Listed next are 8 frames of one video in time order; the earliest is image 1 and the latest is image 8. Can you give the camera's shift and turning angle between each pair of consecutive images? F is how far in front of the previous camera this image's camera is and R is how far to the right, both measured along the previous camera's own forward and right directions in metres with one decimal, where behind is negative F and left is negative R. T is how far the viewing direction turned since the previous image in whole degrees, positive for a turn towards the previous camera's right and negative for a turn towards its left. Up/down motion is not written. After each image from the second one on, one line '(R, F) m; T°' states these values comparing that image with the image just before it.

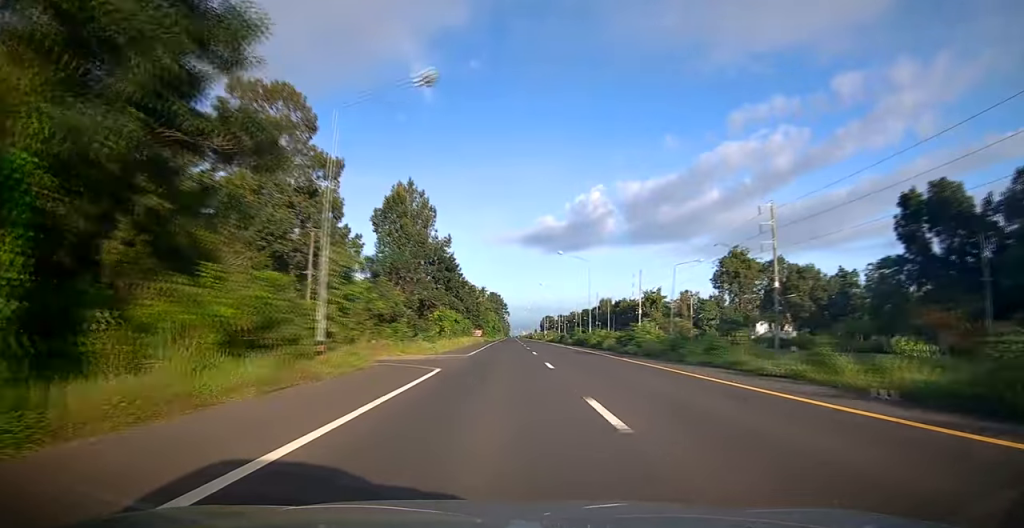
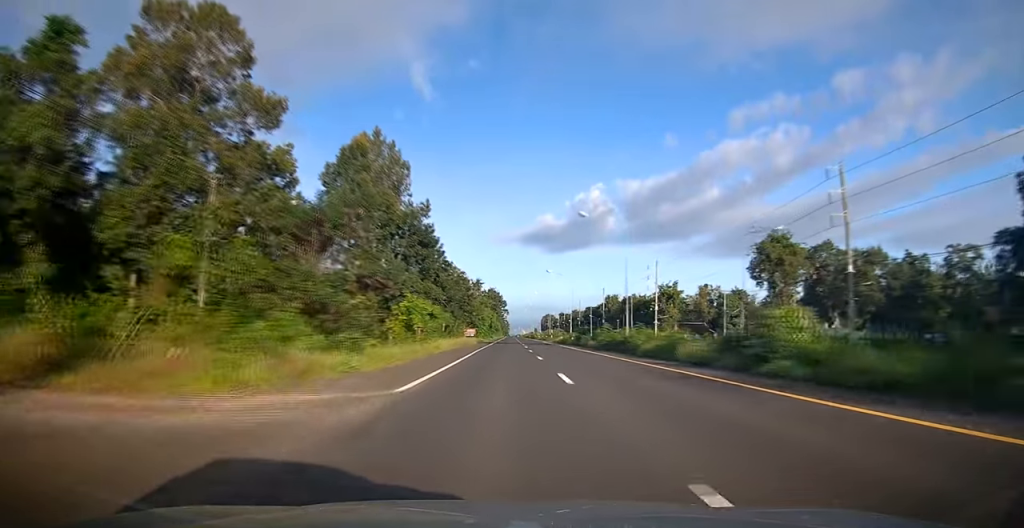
(-0.3, +18.4) m; -1°
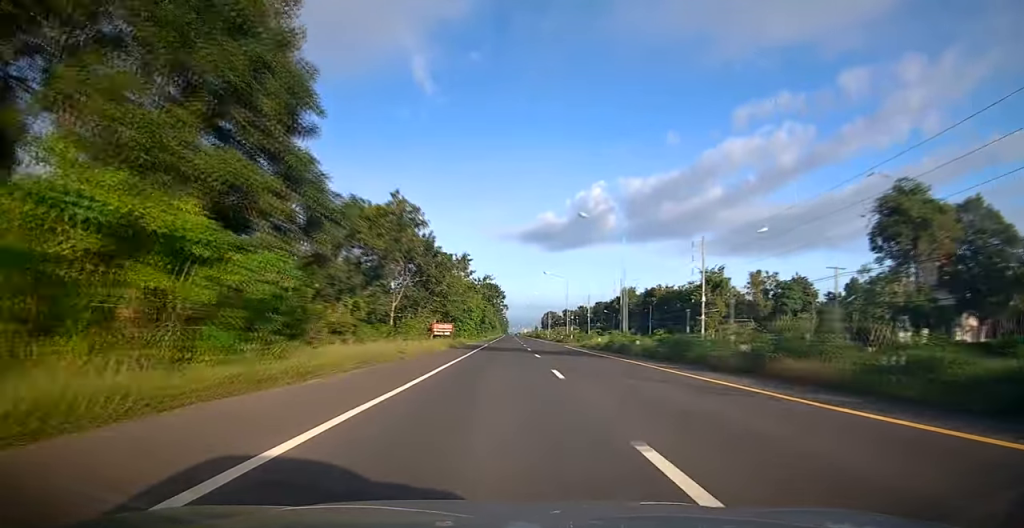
(+0.2, +34.5) m; +1°
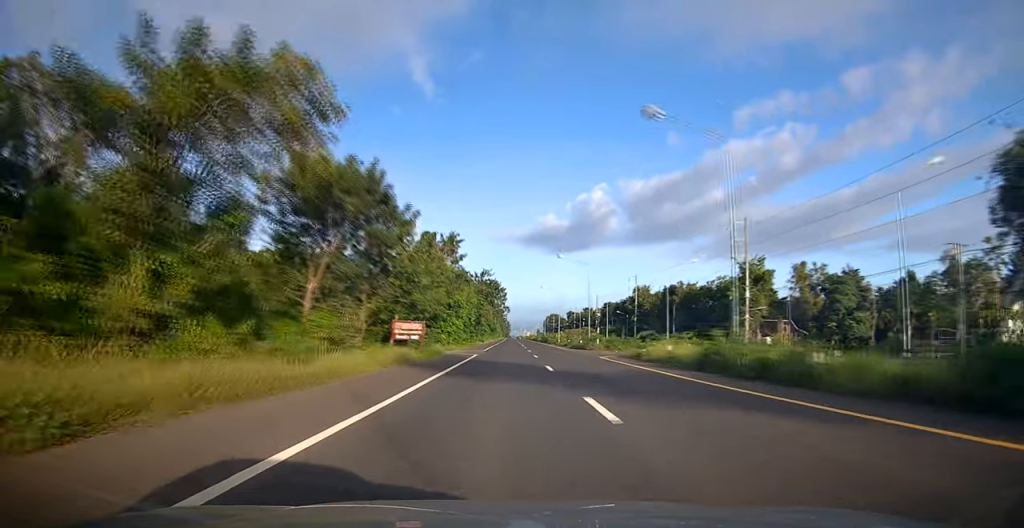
(+0.1, +19.2) m; 0°
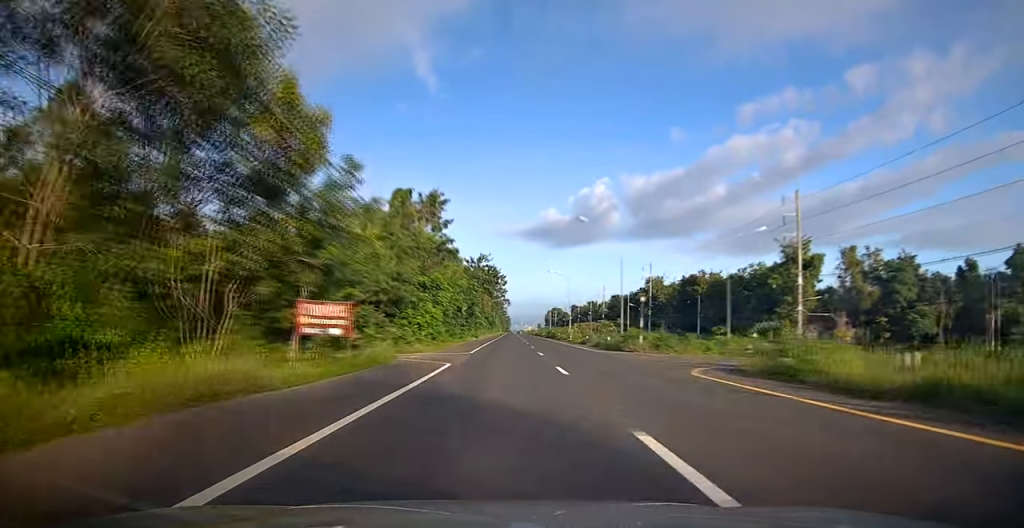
(0.0, +16.3) m; 0°
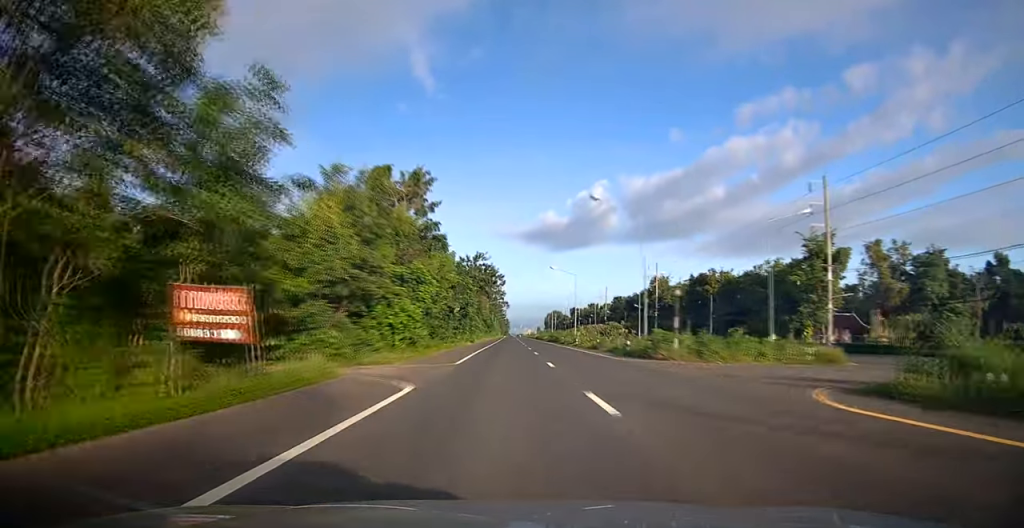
(0.0, +7.4) m; 0°
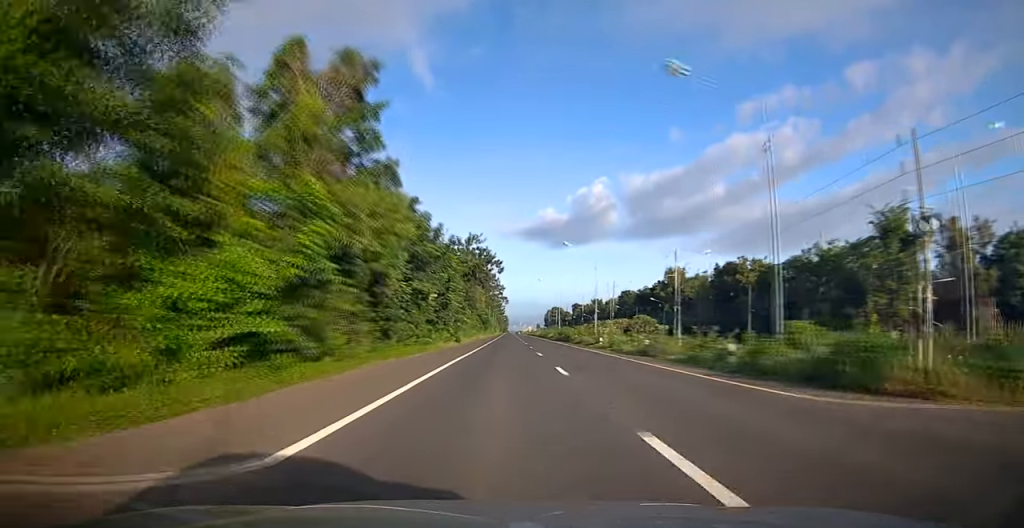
(-0.1, +17.0) m; 0°
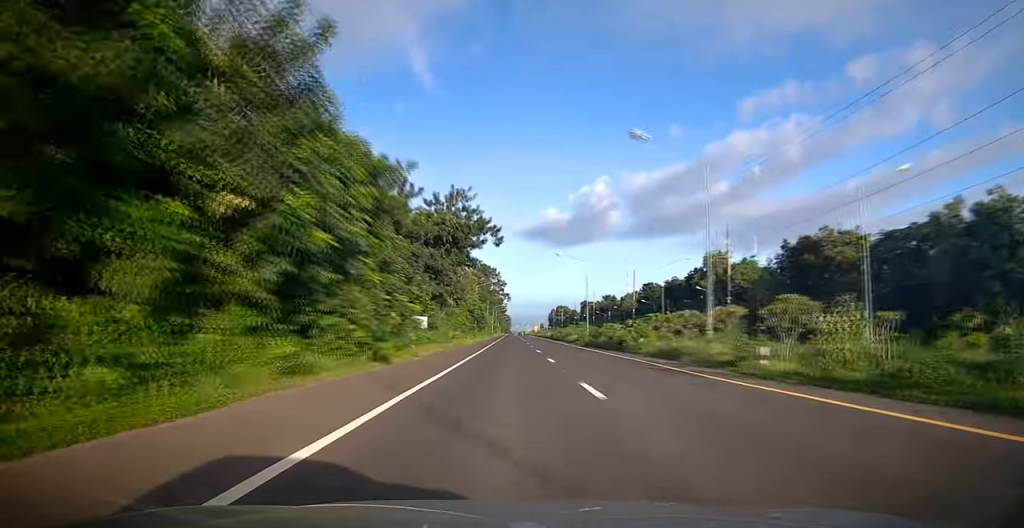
(0.0, +29.4) m; 0°
